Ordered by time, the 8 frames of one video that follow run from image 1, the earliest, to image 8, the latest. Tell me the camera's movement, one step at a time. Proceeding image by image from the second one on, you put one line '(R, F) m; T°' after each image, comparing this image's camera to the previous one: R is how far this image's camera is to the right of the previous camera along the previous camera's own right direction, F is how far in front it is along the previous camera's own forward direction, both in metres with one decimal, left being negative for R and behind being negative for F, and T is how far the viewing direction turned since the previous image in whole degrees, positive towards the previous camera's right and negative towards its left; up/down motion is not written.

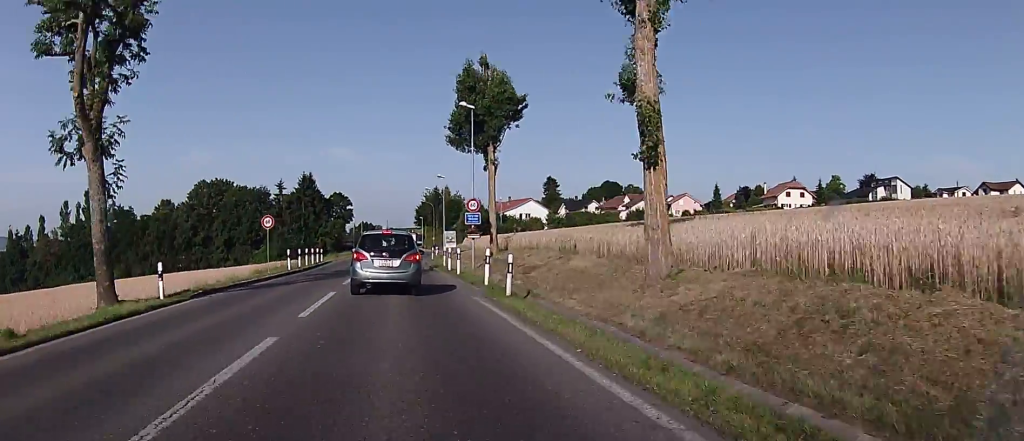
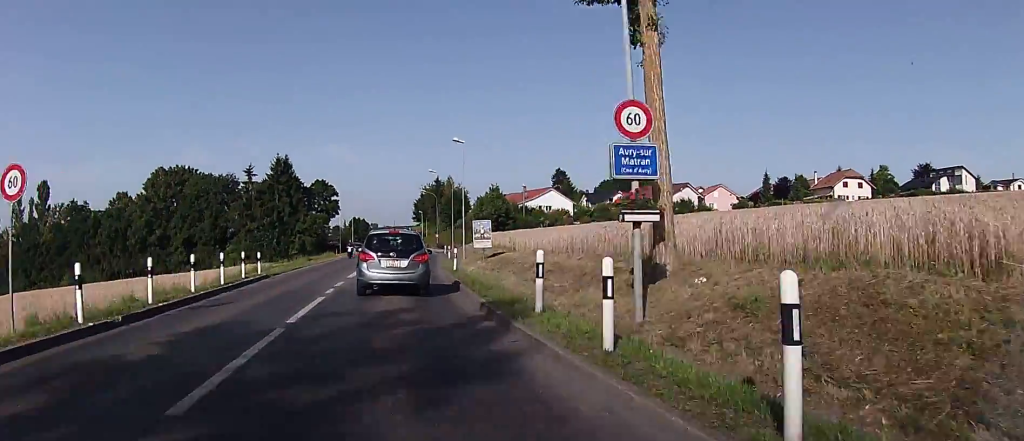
(-0.5, +22.9) m; +1°
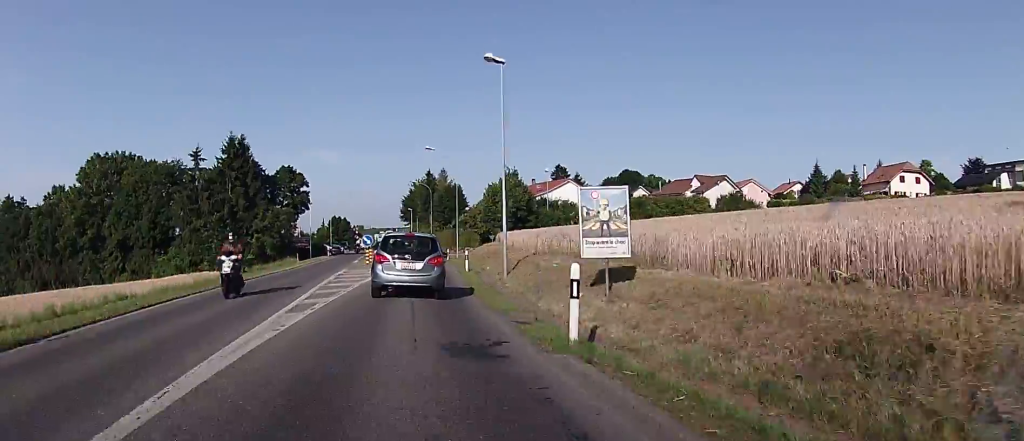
(+0.9, +20.9) m; +2°
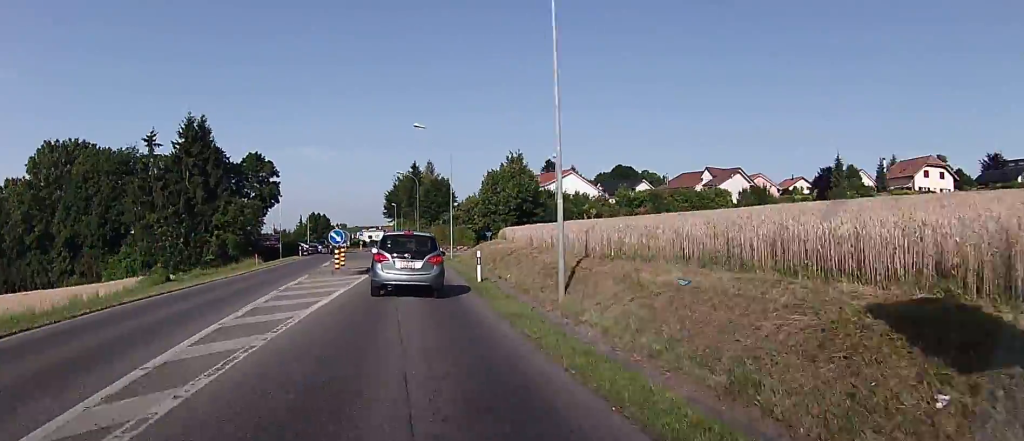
(-0.4, +10.2) m; +1°
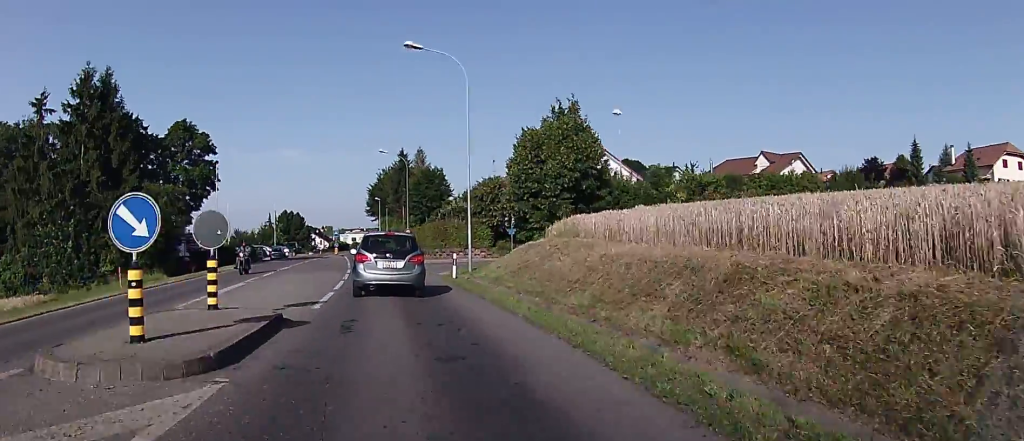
(+0.8, +20.4) m; +1°
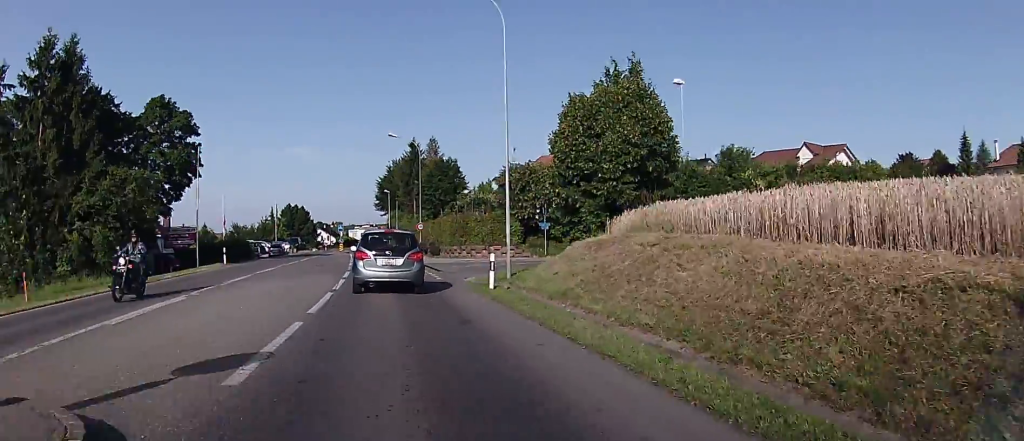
(-0.3, +7.4) m; -1°
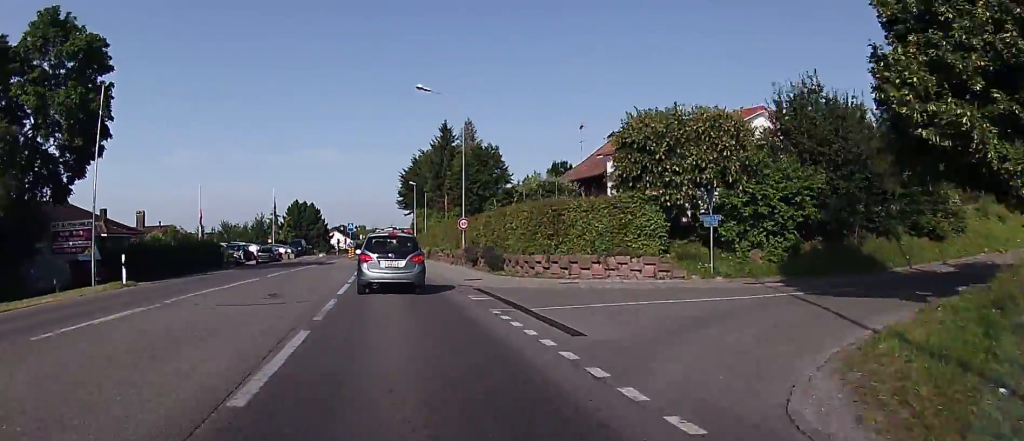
(-0.3, +18.5) m; -3°
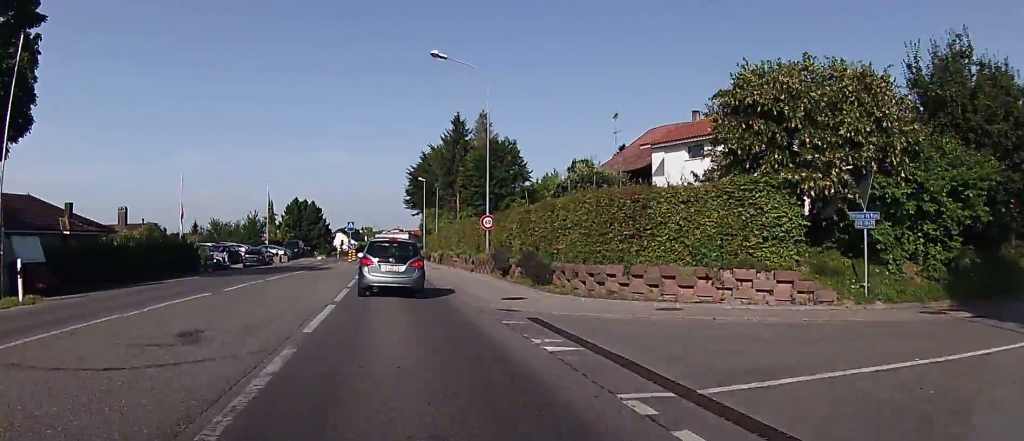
(-0.2, +7.3) m; 0°
